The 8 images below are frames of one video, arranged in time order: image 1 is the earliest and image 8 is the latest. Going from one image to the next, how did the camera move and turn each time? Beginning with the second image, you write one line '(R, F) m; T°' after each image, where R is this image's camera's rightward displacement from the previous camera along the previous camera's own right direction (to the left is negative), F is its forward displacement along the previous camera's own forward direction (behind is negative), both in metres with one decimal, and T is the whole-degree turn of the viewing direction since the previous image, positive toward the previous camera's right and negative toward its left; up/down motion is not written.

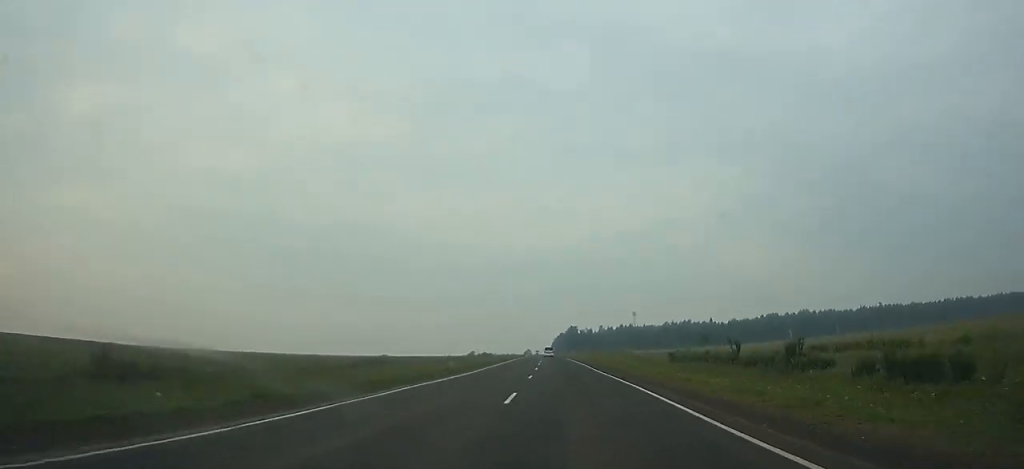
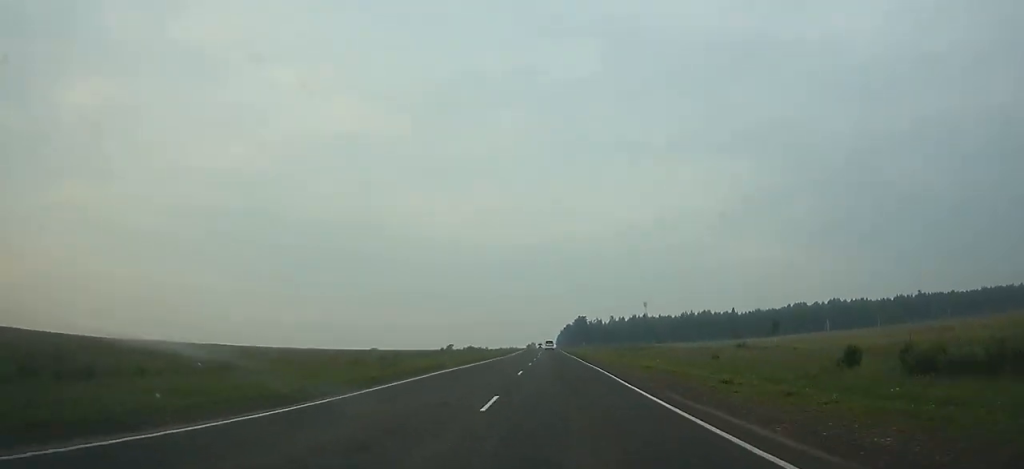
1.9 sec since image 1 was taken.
(-0.3, +51.1) m; -1°
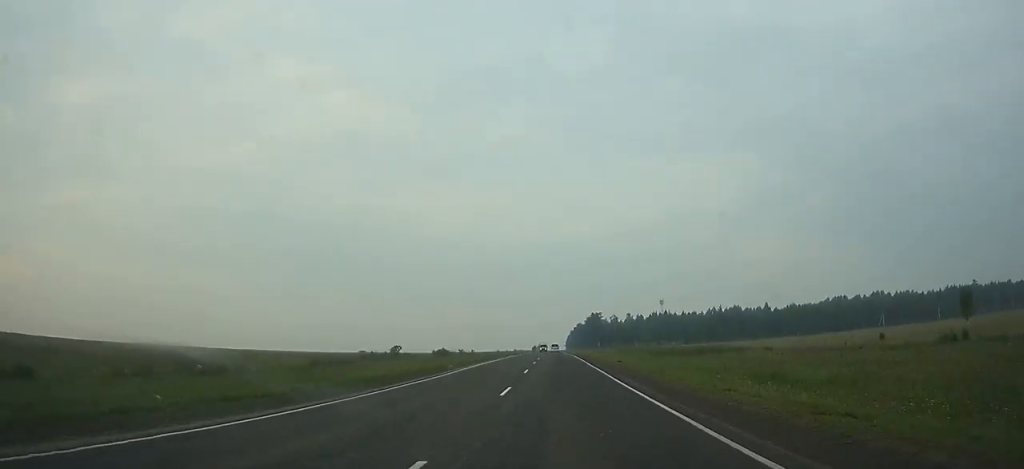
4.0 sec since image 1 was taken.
(-0.2, +55.5) m; -1°
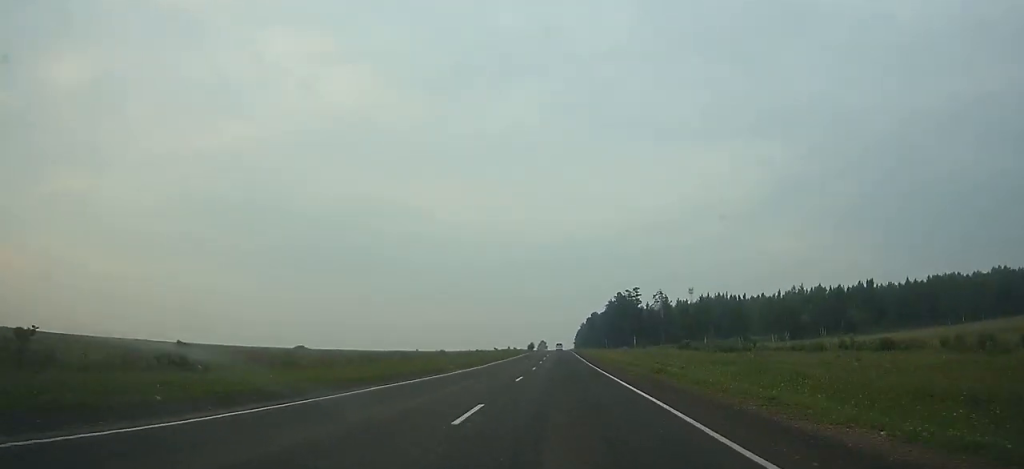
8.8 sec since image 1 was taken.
(-1.0, +122.6) m; 0°
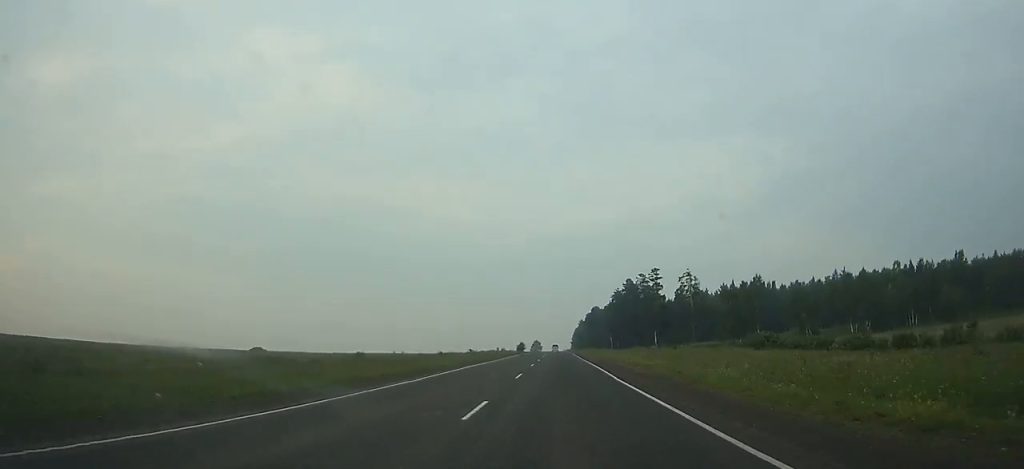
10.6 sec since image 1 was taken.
(0.0, +46.8) m; 0°
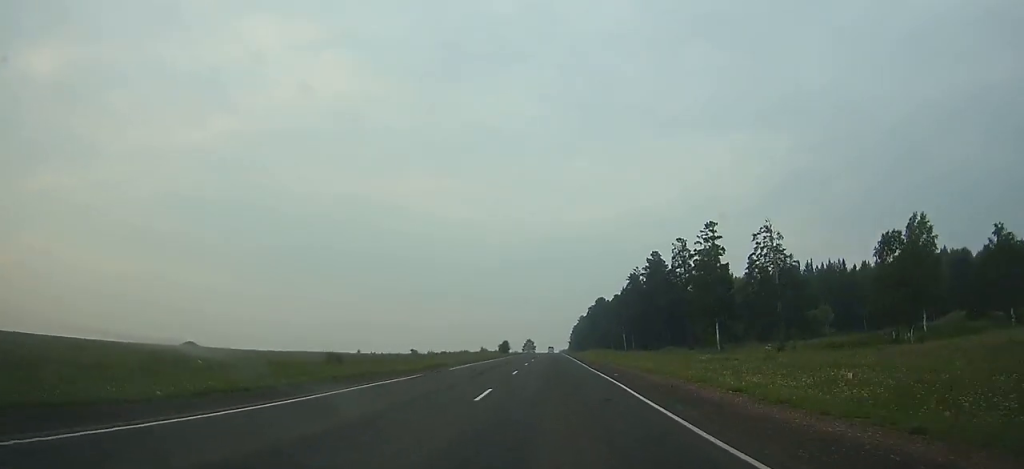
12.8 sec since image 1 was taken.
(+0.1, +59.0) m; 0°
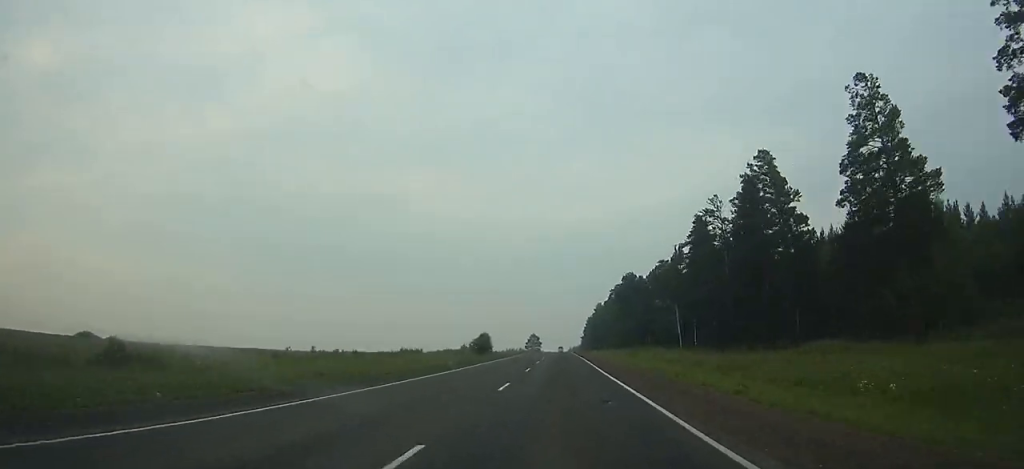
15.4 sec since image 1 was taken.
(-0.1, +69.5) m; 0°
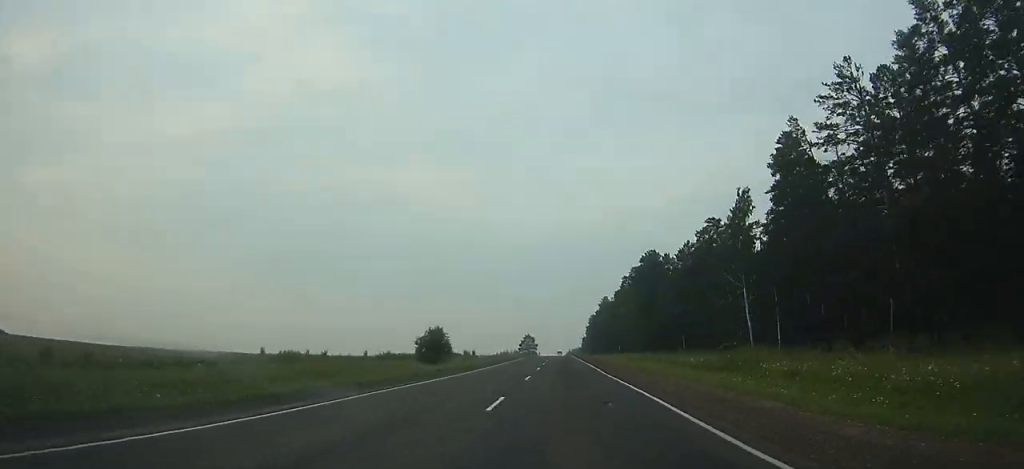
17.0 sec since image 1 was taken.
(0.0, +41.9) m; 0°
